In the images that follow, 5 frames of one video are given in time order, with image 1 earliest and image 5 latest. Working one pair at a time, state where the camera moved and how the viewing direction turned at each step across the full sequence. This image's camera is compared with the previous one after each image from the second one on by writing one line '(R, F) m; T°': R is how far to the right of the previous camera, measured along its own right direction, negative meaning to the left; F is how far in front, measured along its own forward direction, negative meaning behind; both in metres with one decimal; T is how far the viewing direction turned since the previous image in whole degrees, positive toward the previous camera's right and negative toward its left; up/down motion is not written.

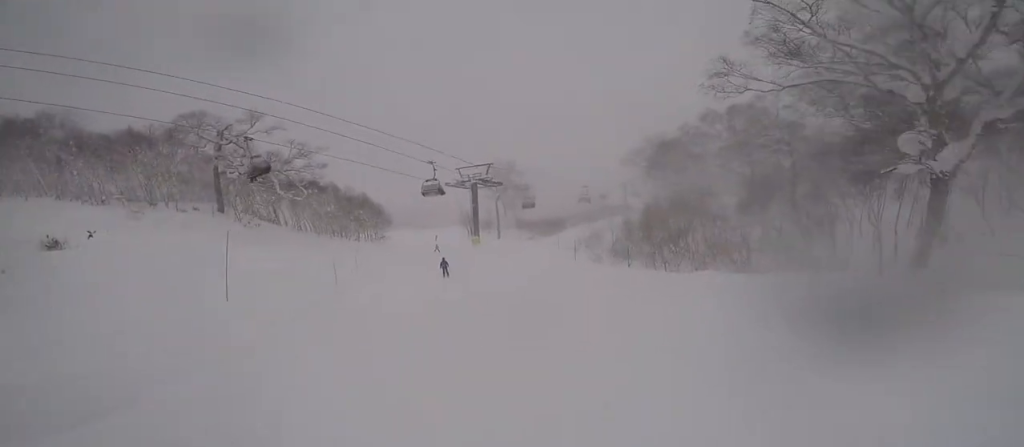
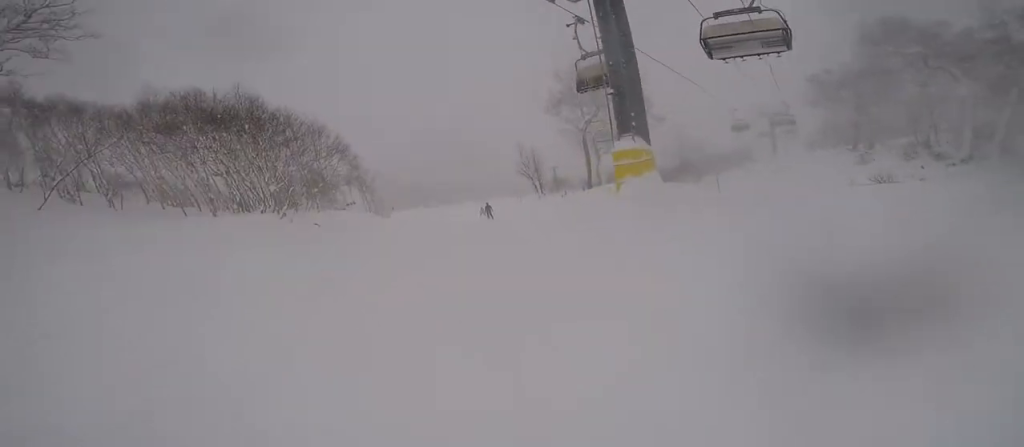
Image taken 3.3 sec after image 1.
(-2.4, +32.8) m; -9°
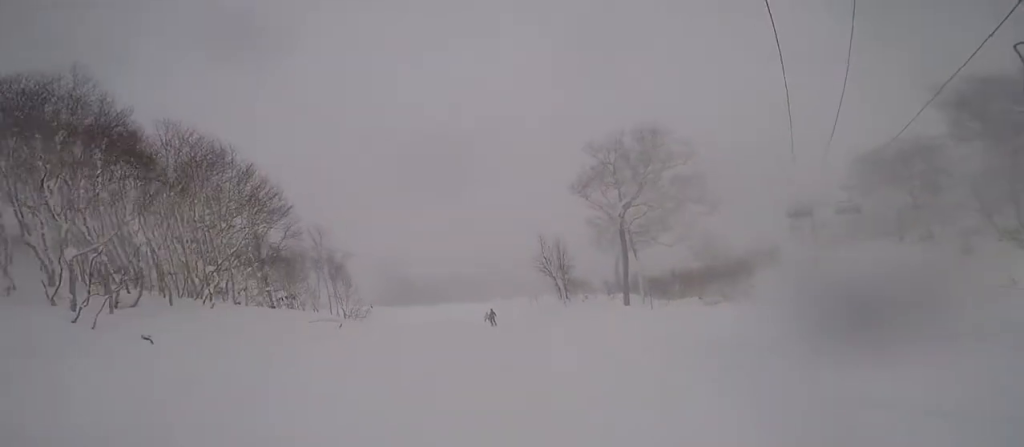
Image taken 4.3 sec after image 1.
(-0.2, +9.5) m; +4°
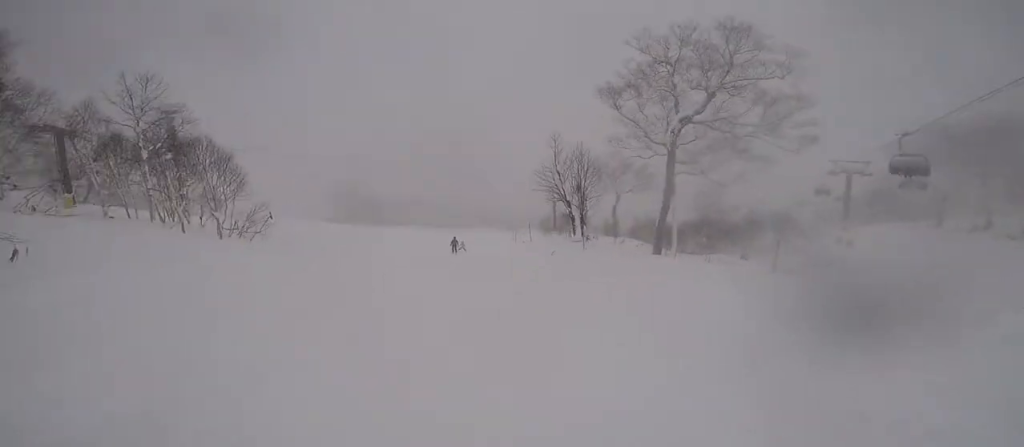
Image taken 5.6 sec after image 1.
(+1.2, +10.4) m; +2°
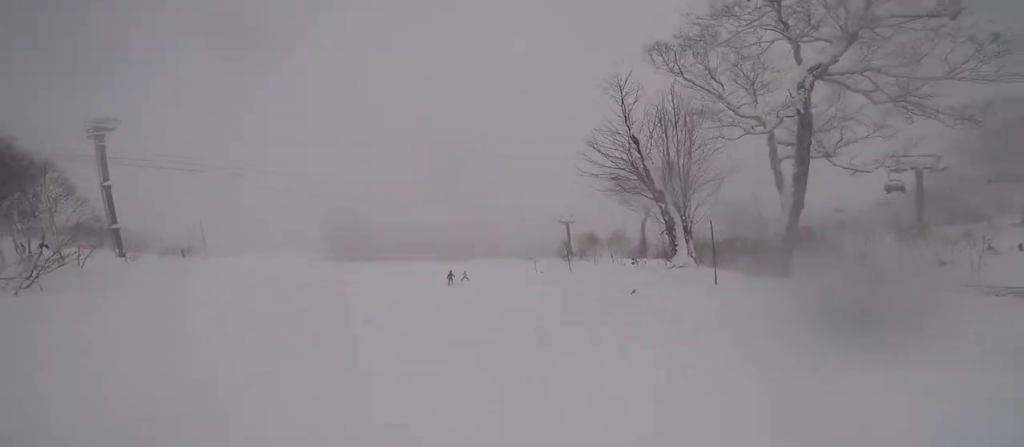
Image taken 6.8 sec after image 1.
(-0.9, +10.1) m; -1°
